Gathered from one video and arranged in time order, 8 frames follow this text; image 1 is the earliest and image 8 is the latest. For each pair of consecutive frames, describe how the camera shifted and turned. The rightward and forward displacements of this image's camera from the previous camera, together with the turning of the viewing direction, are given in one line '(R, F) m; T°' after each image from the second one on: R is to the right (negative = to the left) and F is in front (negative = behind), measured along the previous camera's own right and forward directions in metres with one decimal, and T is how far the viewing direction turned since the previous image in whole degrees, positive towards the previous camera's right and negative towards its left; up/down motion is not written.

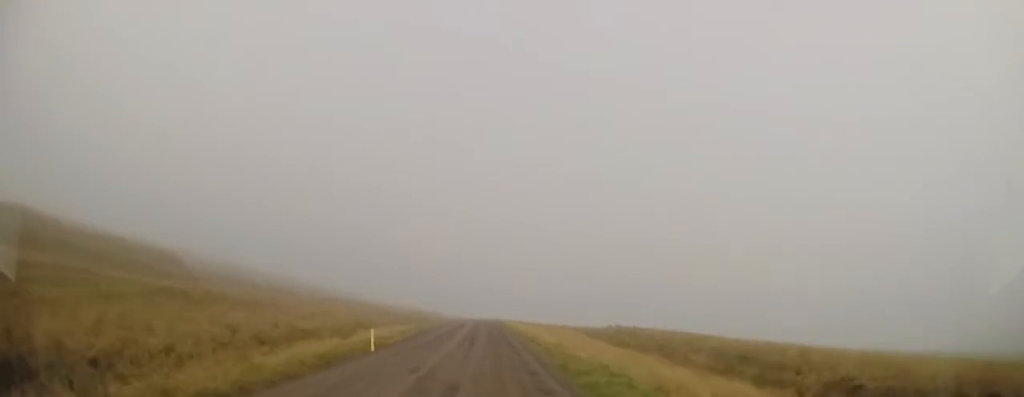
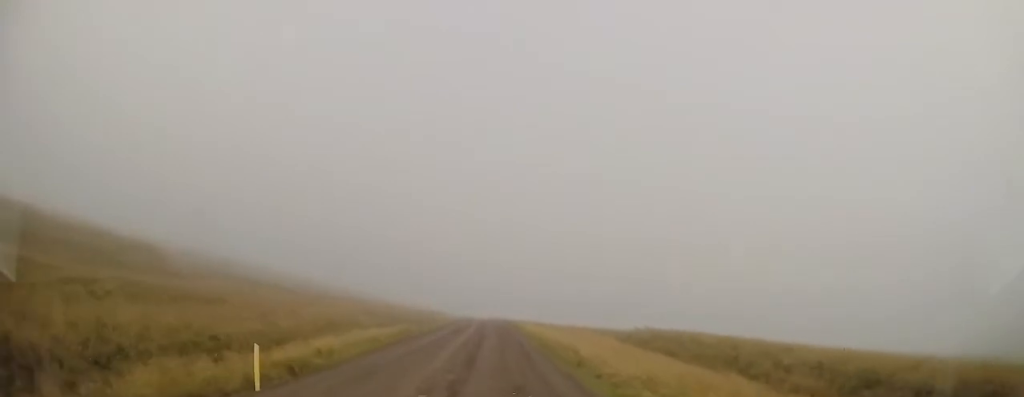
(+0.1, +8.2) m; -1°
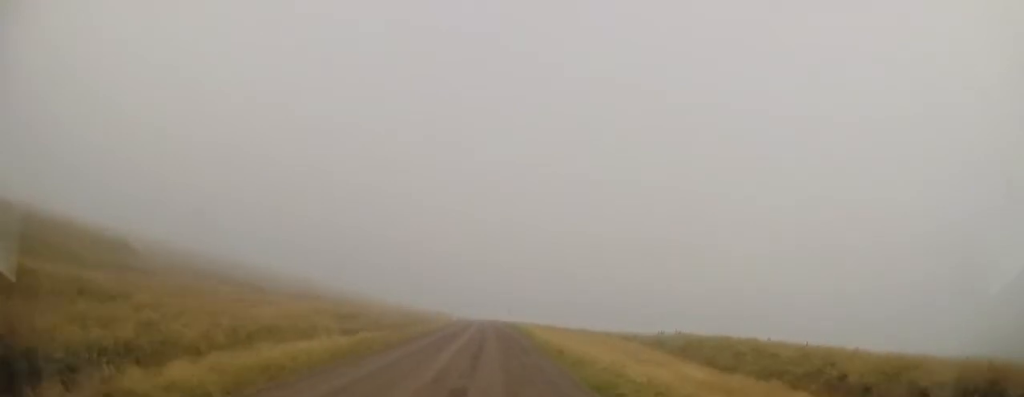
(-0.4, +8.4) m; -1°
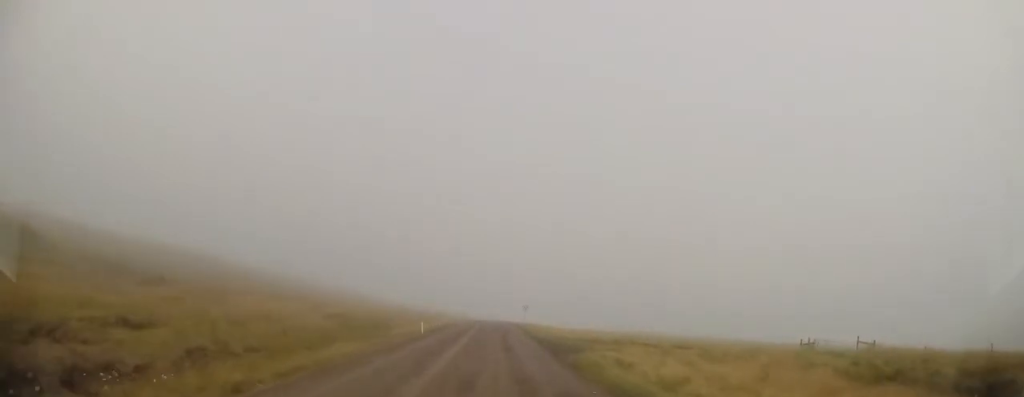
(-0.5, +23.3) m; -3°
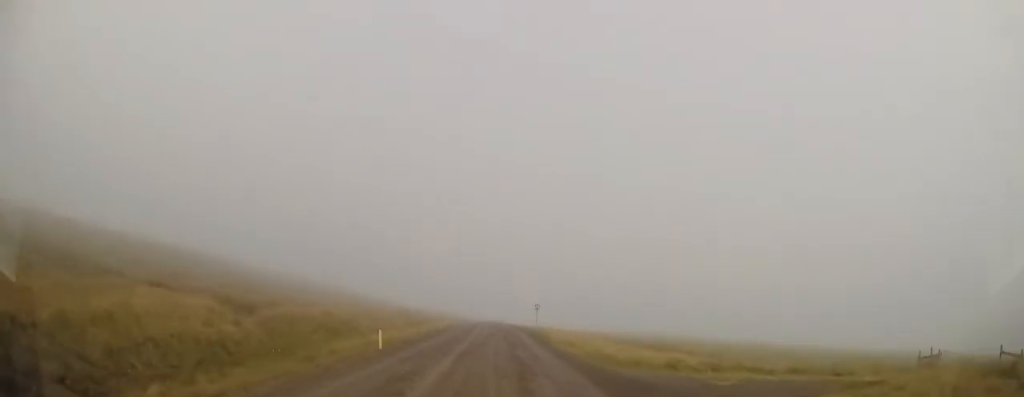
(-0.2, +9.5) m; -1°
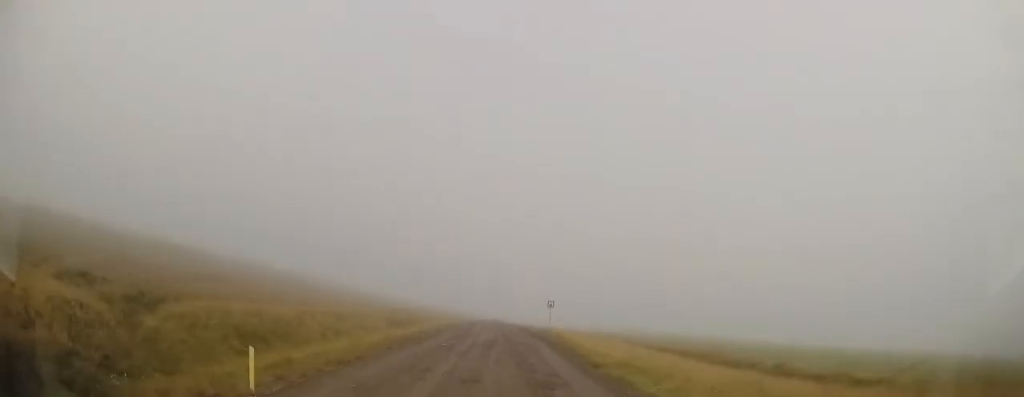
(+0.1, +8.6) m; +1°
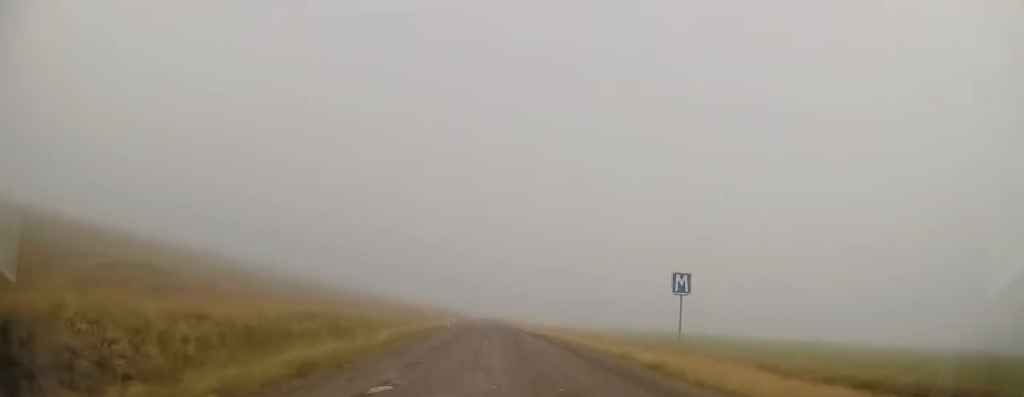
(+0.1, +22.0) m; 0°
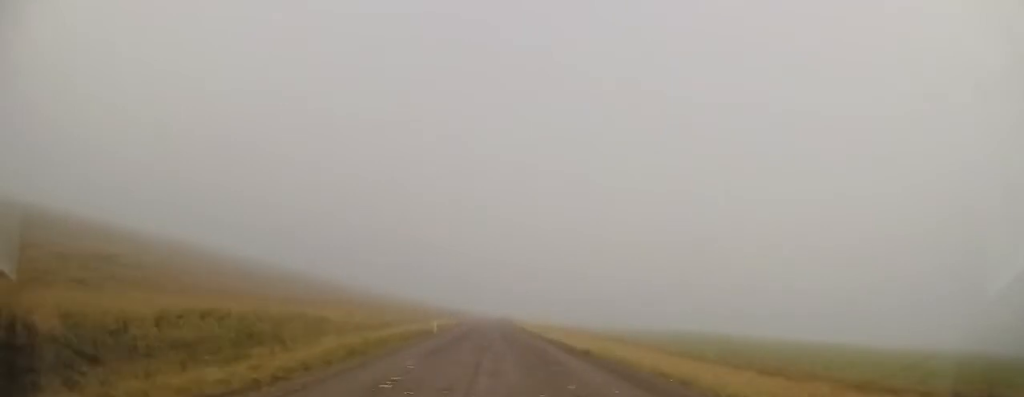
(0.0, +9.5) m; 0°
